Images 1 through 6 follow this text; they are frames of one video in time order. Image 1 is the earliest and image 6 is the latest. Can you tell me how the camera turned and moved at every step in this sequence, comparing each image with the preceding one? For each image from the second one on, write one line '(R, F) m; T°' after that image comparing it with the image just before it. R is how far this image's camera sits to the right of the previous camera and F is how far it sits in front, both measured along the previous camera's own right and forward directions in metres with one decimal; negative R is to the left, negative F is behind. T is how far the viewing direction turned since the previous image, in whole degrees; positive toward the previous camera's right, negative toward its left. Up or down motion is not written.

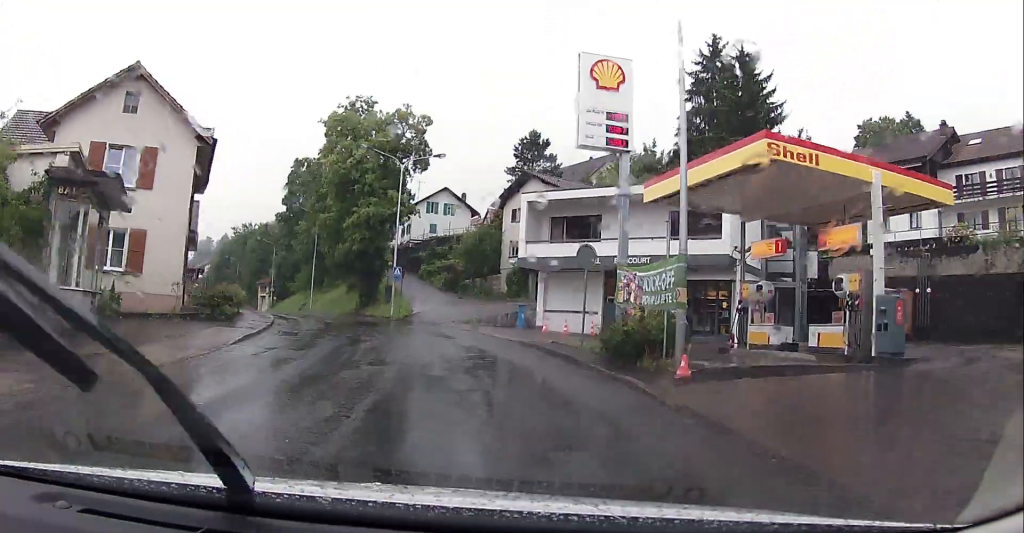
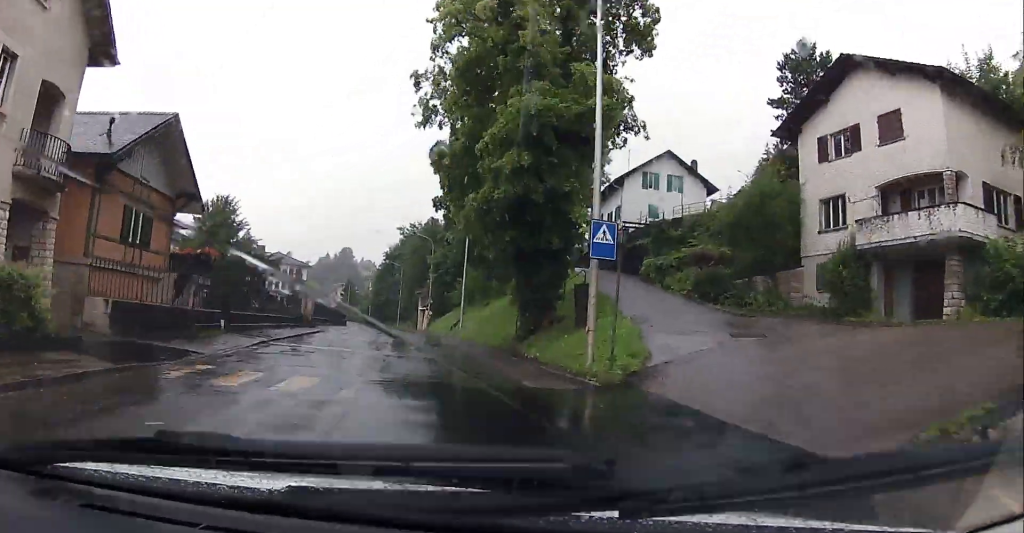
(-1.8, +24.9) m; -15°
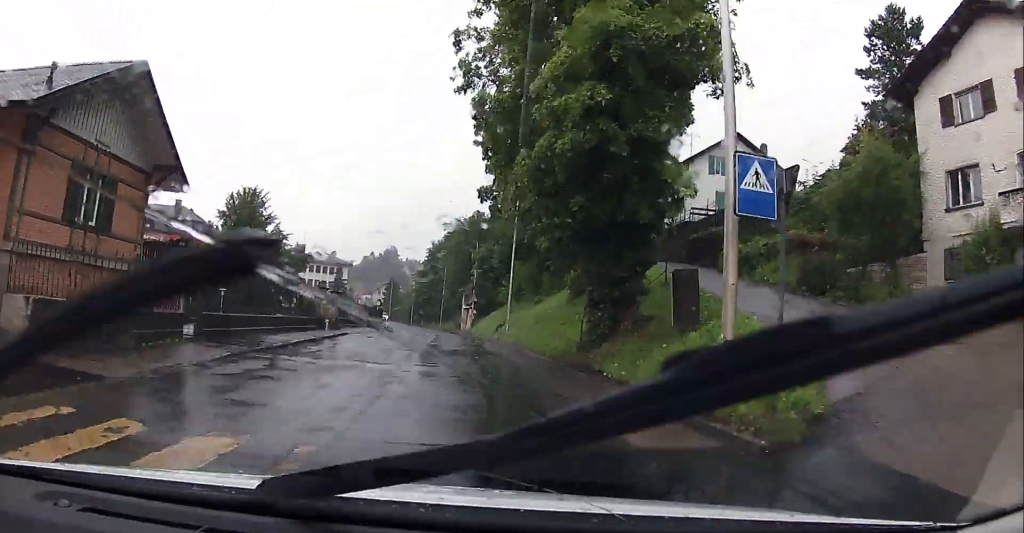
(-0.7, +5.5) m; -5°
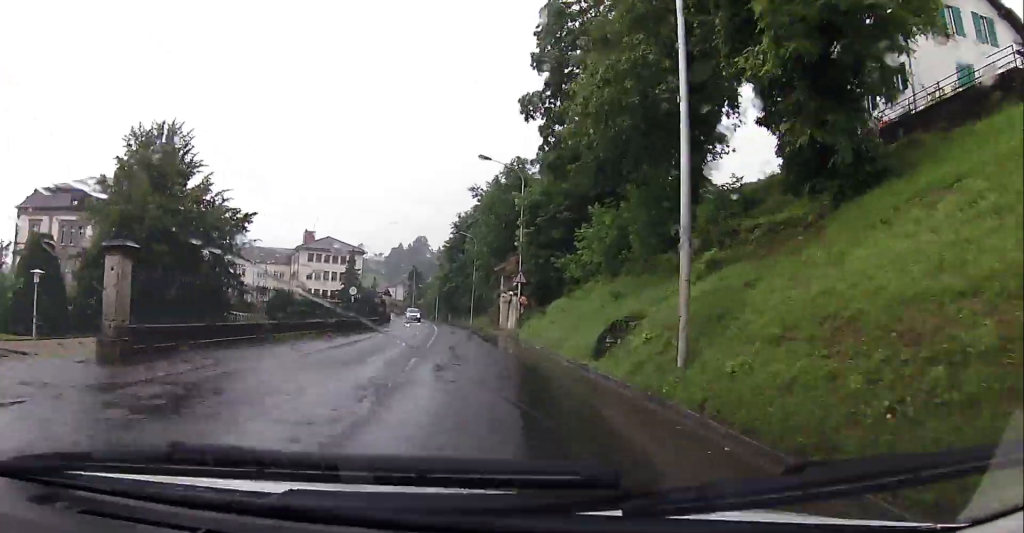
(-1.9, +25.6) m; -5°
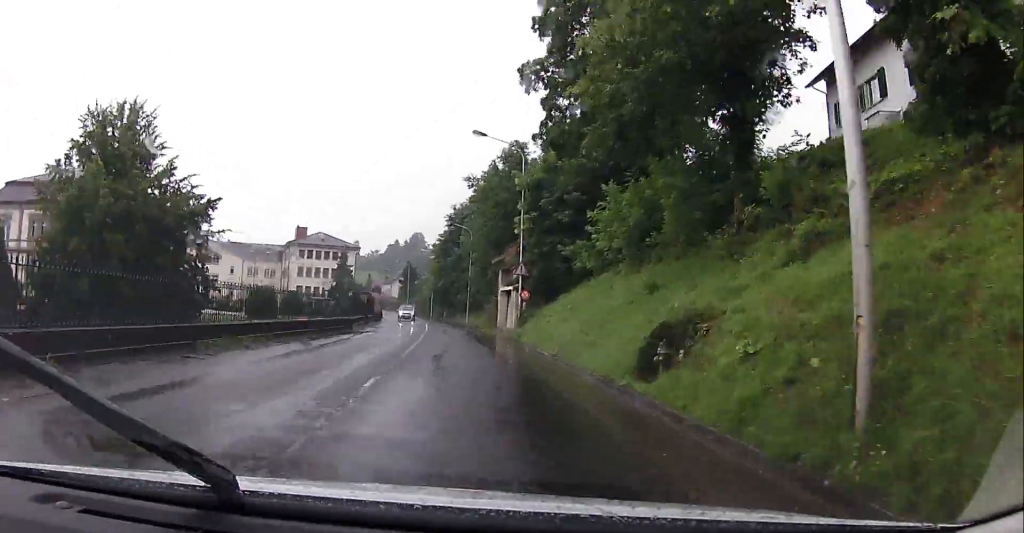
(0.0, +5.4) m; 0°
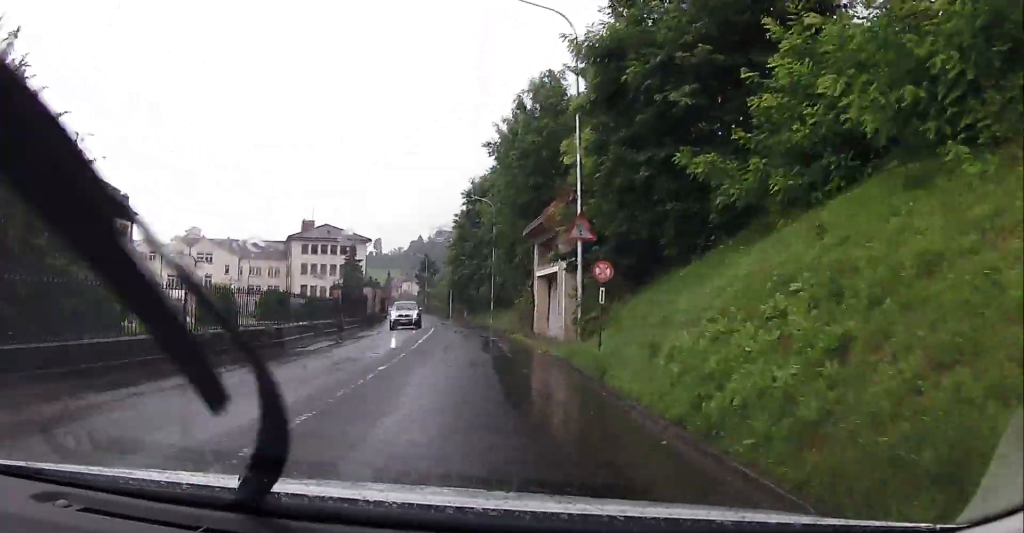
(-0.2, +17.2) m; -1°
